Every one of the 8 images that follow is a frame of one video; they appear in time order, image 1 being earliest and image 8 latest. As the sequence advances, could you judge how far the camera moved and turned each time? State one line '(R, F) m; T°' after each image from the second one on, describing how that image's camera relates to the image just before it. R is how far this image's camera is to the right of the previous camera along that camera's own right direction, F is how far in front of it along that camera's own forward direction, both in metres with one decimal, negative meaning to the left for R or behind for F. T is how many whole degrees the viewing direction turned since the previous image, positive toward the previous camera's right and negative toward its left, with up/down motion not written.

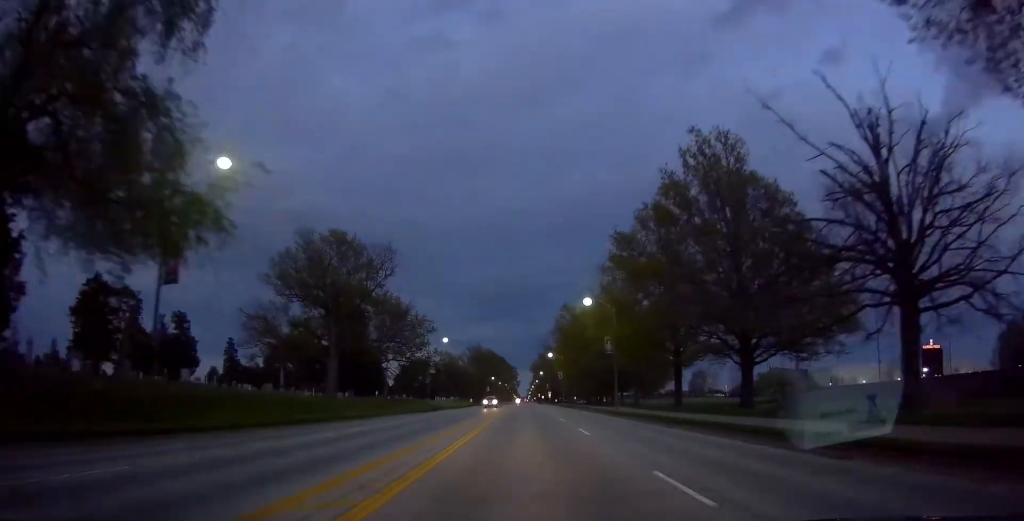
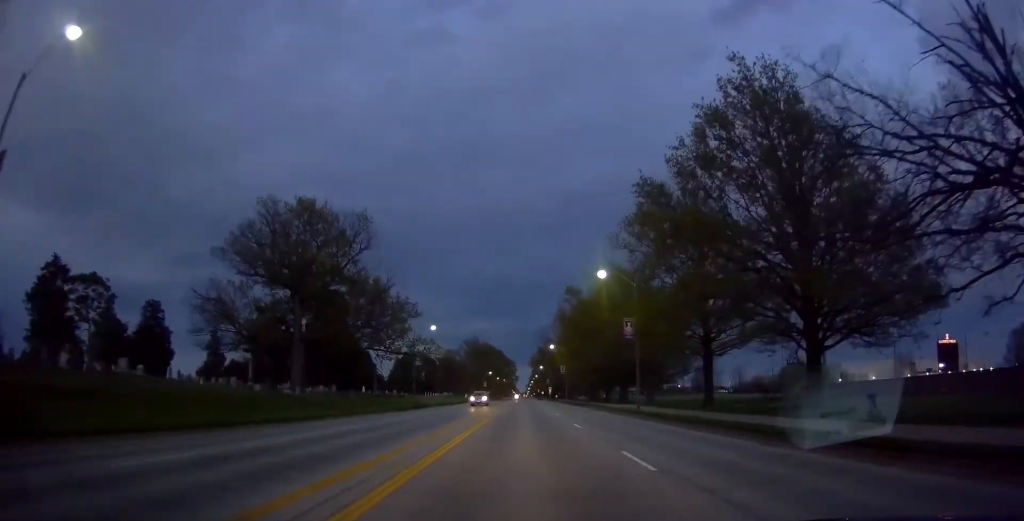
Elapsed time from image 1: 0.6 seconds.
(-0.3, +10.1) m; 0°
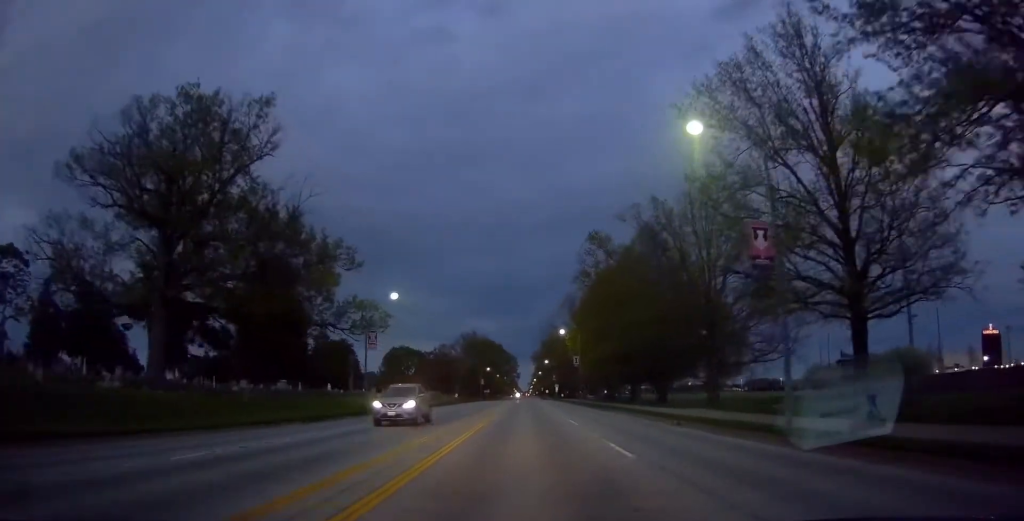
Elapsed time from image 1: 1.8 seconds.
(+0.6, +21.5) m; +1°
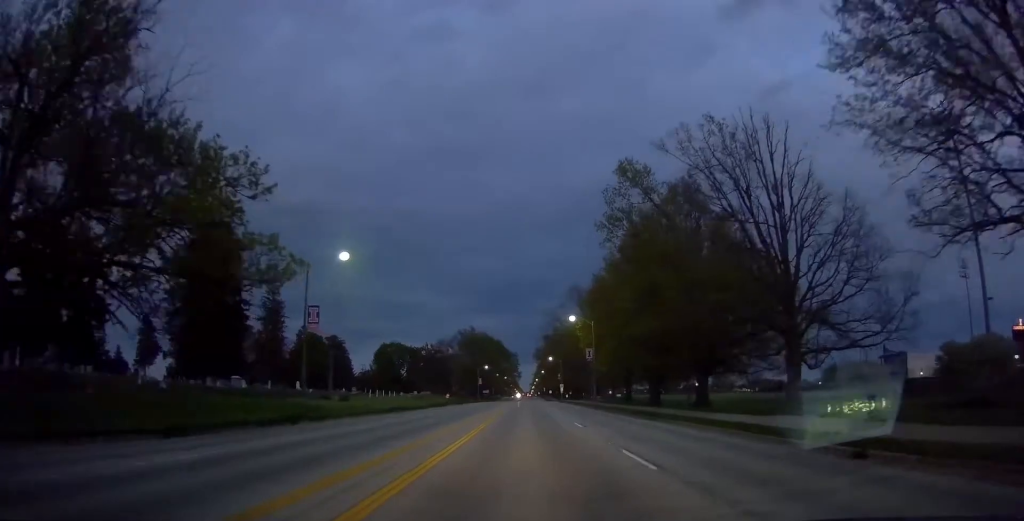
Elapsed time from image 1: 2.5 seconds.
(+0.1, +13.9) m; -1°
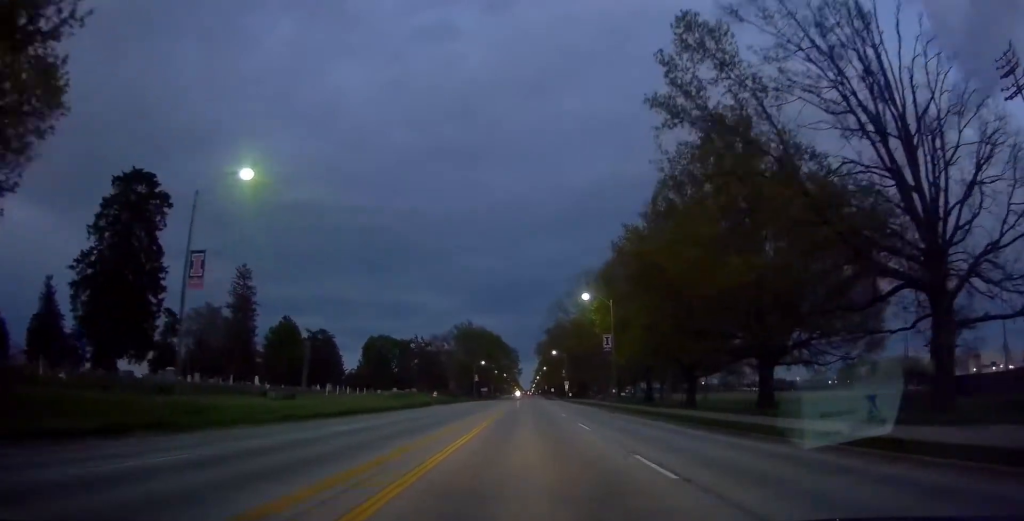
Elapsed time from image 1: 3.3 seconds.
(-0.4, +13.9) m; 0°
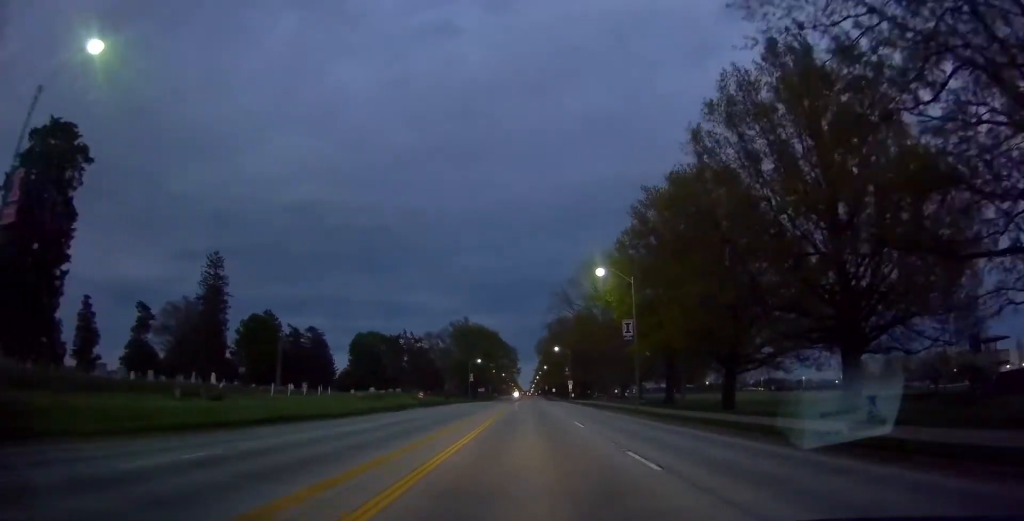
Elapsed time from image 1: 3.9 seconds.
(0.0, +10.8) m; +1°
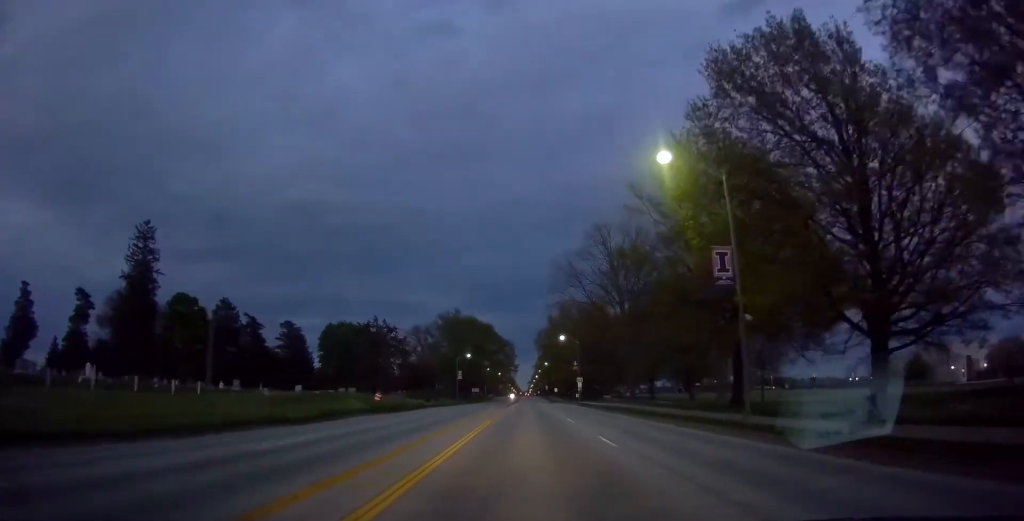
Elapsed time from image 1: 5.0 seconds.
(+0.4, +19.8) m; +1°
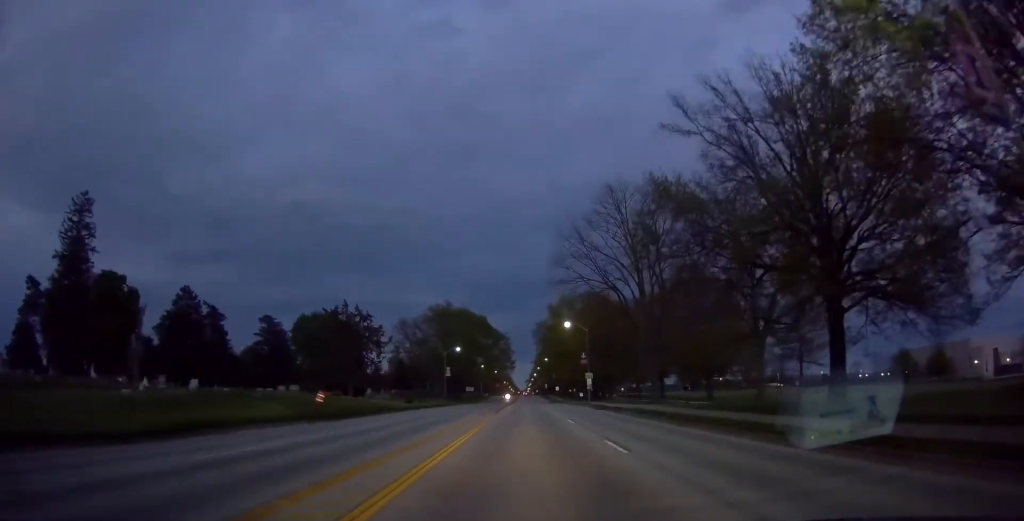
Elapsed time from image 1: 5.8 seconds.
(0.0, +14.3) m; 0°
